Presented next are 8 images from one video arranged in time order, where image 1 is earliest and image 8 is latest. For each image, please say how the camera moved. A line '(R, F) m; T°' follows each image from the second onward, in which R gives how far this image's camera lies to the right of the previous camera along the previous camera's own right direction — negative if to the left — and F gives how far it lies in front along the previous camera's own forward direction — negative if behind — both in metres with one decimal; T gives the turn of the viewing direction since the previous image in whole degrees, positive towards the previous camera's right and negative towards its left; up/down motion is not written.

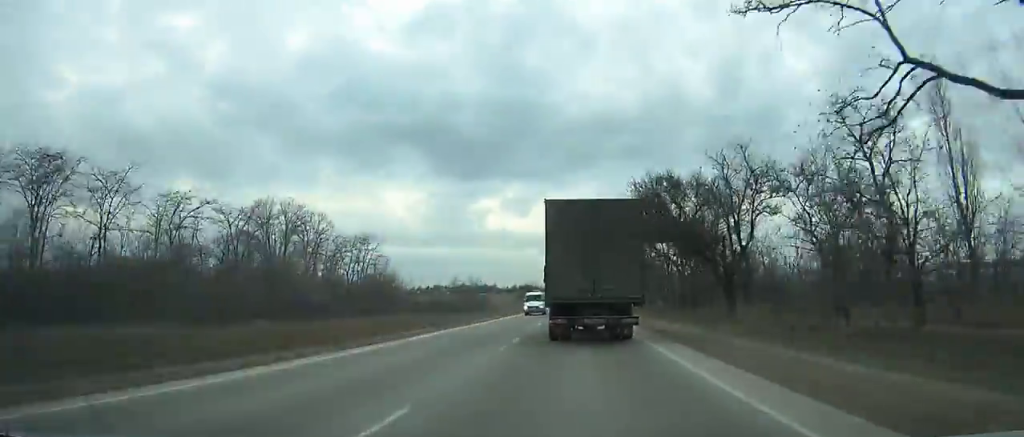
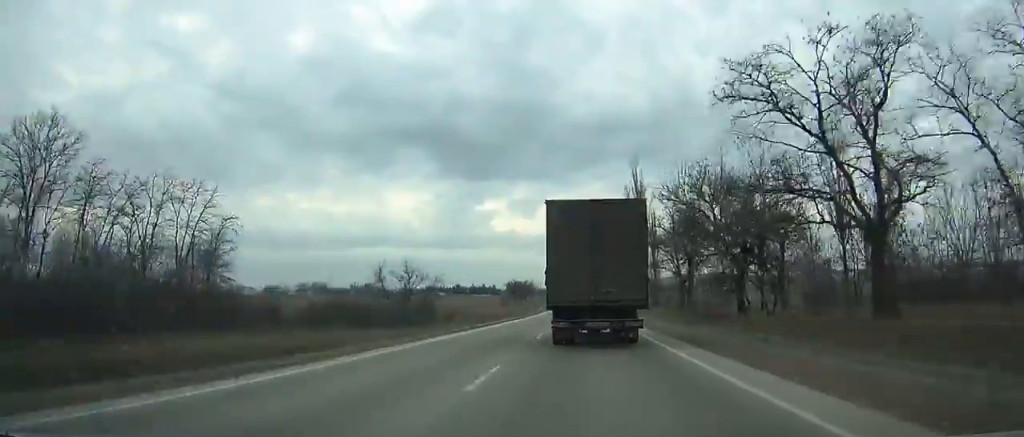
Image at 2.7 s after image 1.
(+0.2, +55.4) m; 0°
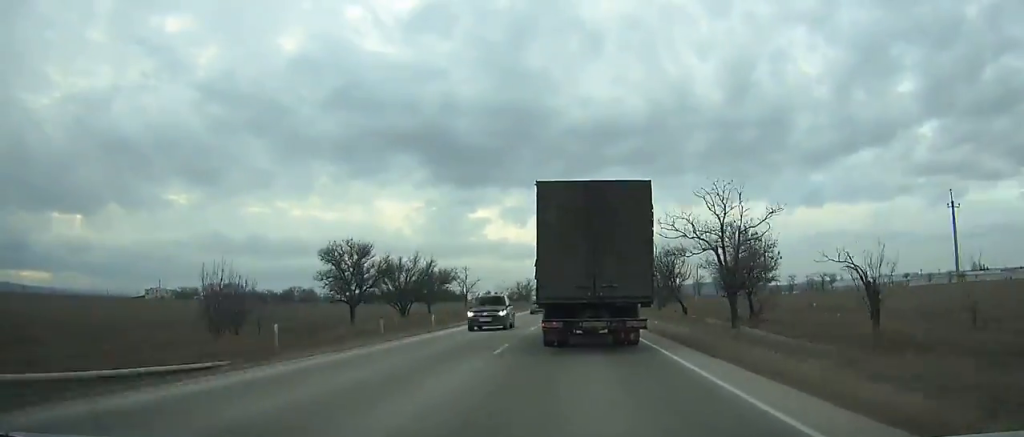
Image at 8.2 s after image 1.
(+0.3, +112.7) m; 0°
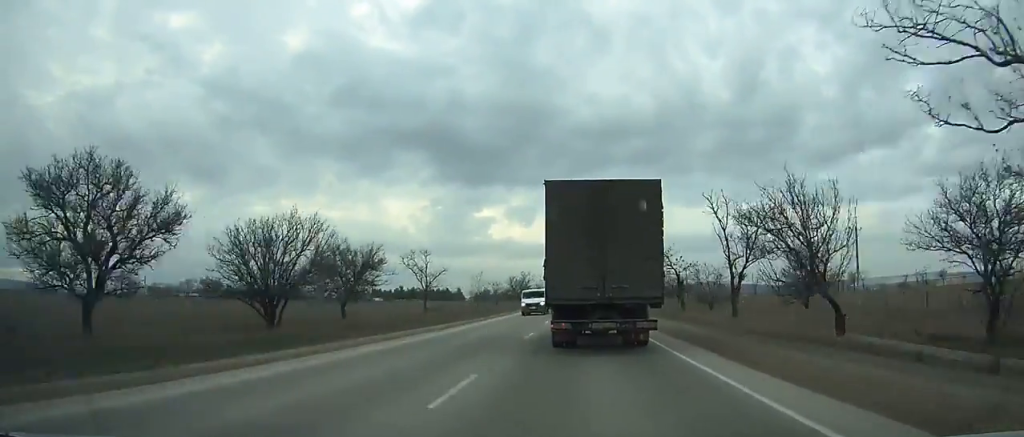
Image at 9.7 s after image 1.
(0.0, +30.6) m; 0°
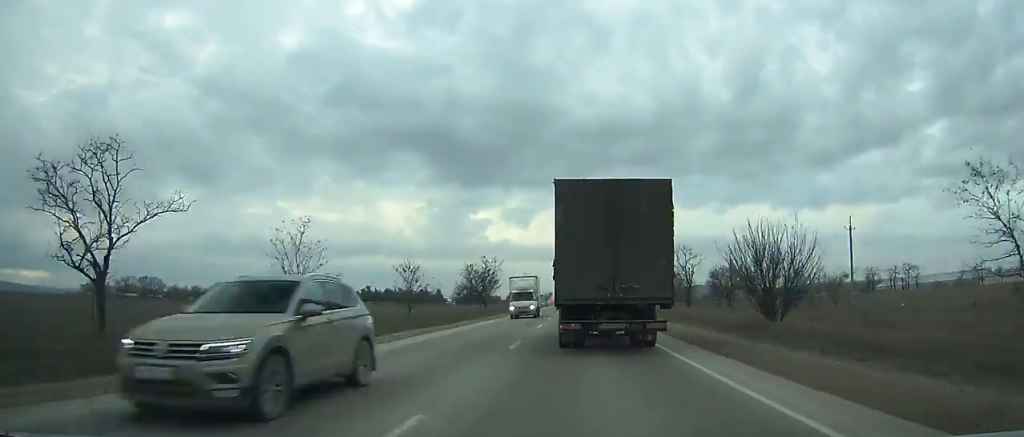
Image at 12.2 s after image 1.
(0.0, +50.6) m; 0°
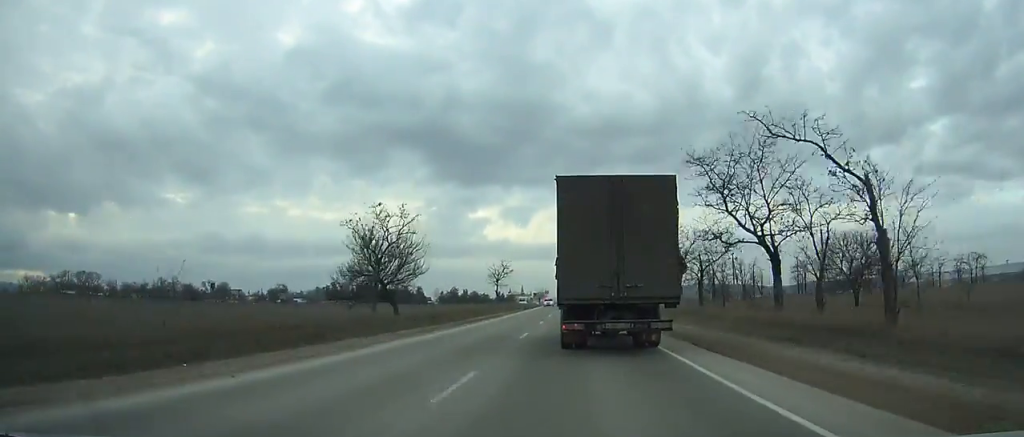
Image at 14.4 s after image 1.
(+0.2, +44.0) m; 0°
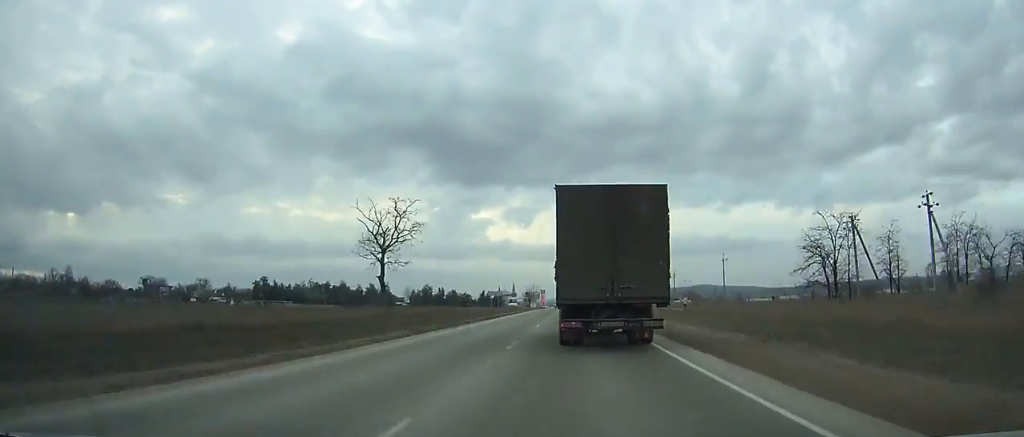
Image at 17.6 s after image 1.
(-0.3, +63.3) m; -1°
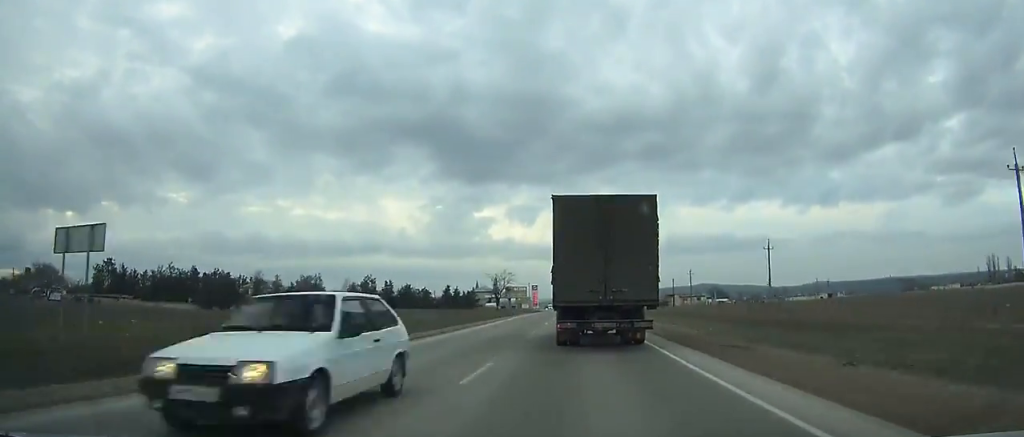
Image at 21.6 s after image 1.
(-0.5, +77.4) m; 0°
